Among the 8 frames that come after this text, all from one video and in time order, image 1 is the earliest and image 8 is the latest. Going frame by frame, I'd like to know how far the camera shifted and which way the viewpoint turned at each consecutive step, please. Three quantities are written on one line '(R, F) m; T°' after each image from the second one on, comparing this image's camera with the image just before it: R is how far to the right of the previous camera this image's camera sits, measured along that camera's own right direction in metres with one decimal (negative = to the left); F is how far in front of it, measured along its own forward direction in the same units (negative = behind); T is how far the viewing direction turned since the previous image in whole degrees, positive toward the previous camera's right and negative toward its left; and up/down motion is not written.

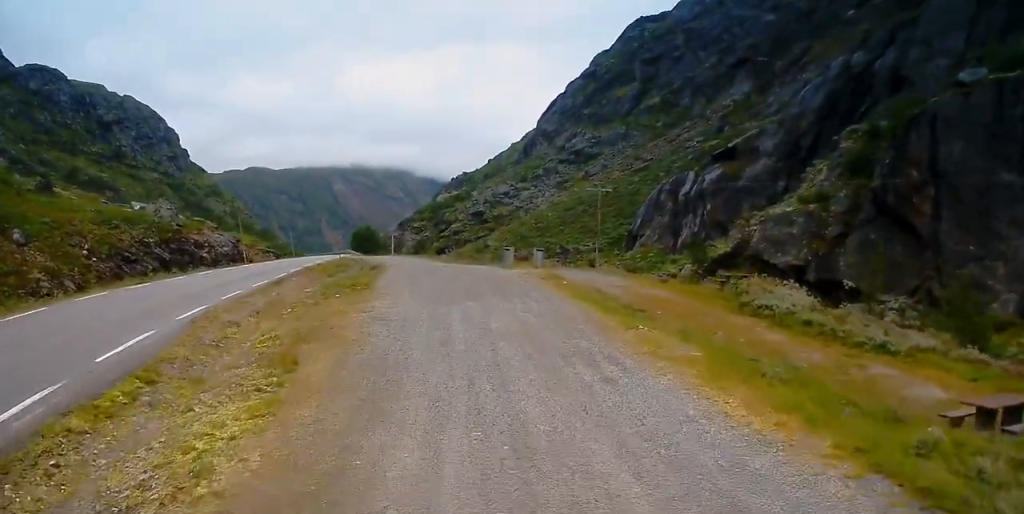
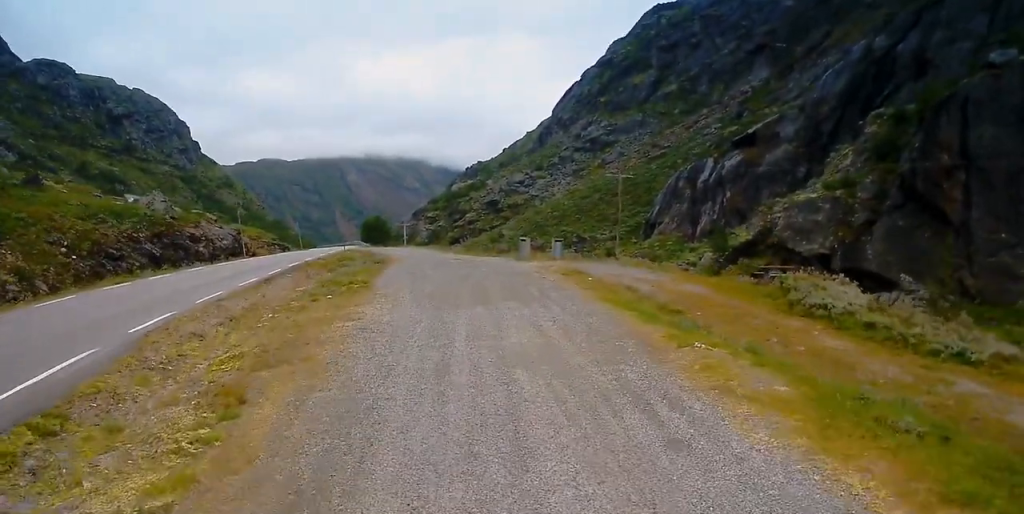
(-0.1, +3.5) m; 0°
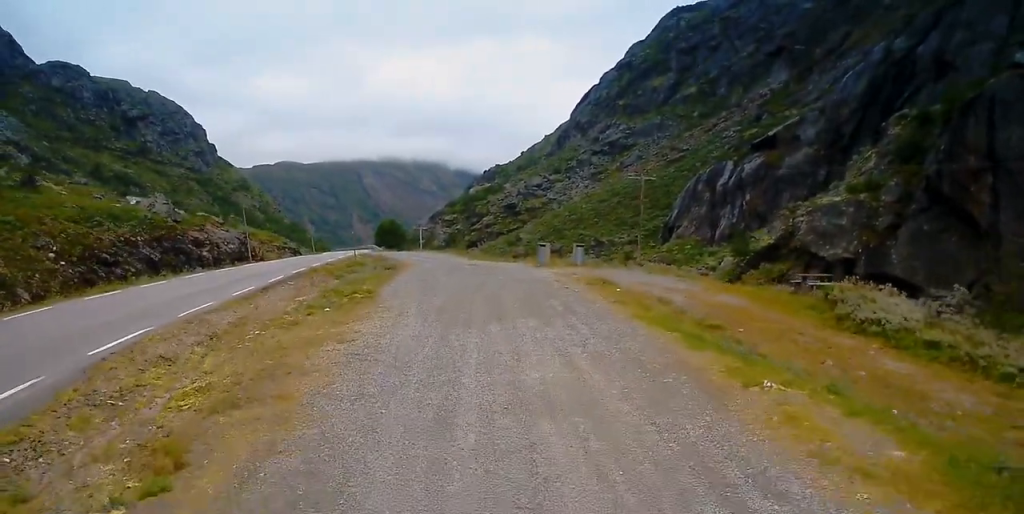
(0.0, +2.6) m; -1°
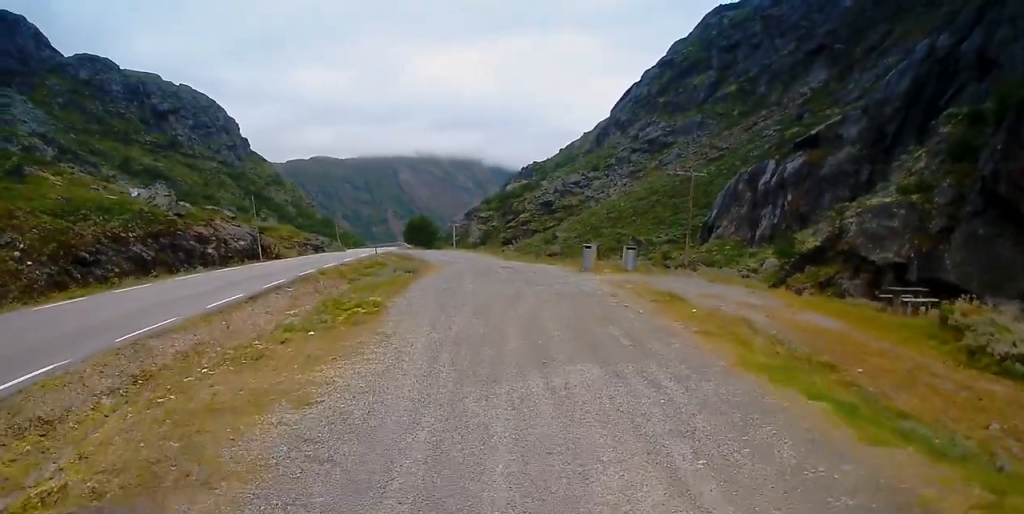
(+0.1, +5.2) m; -2°
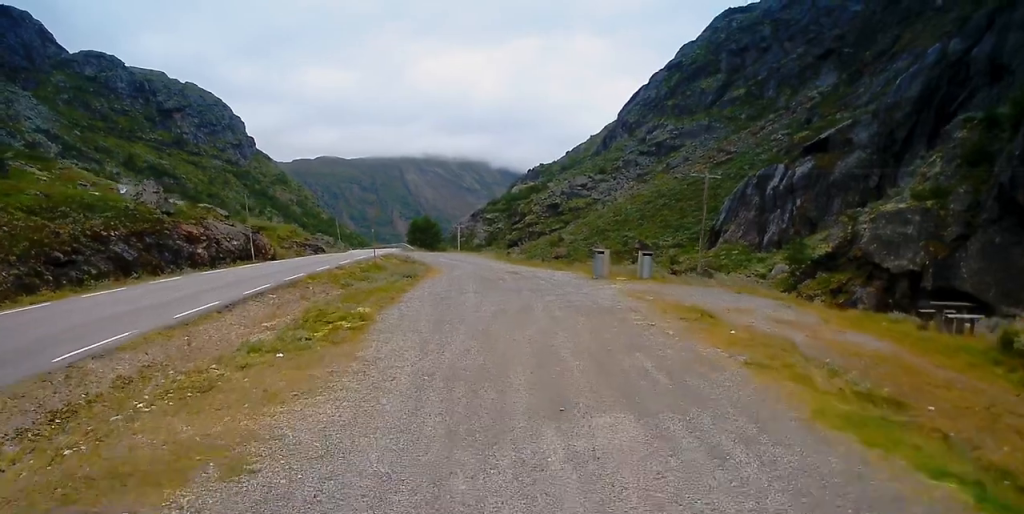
(-0.2, +2.5) m; -1°
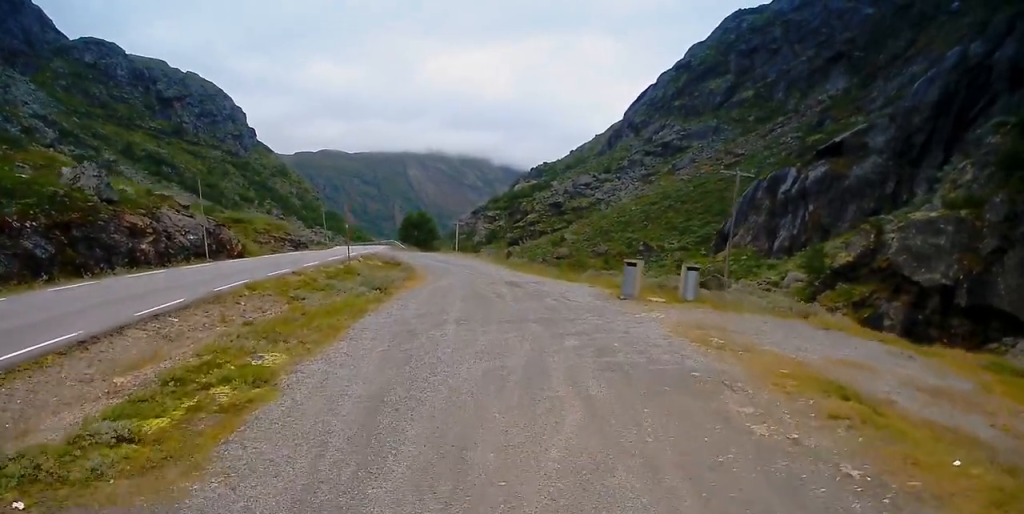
(+0.1, +7.4) m; +3°
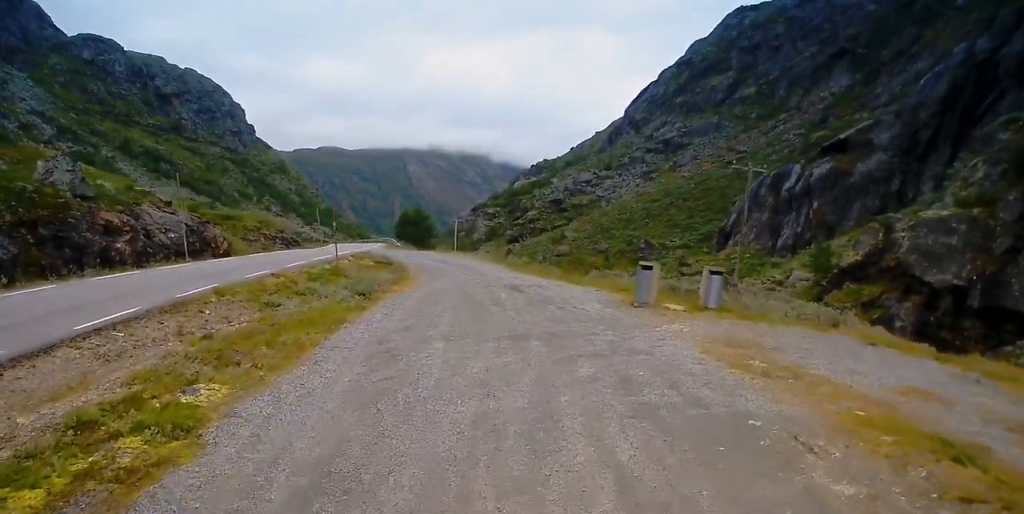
(+0.1, +2.5) m; 0°
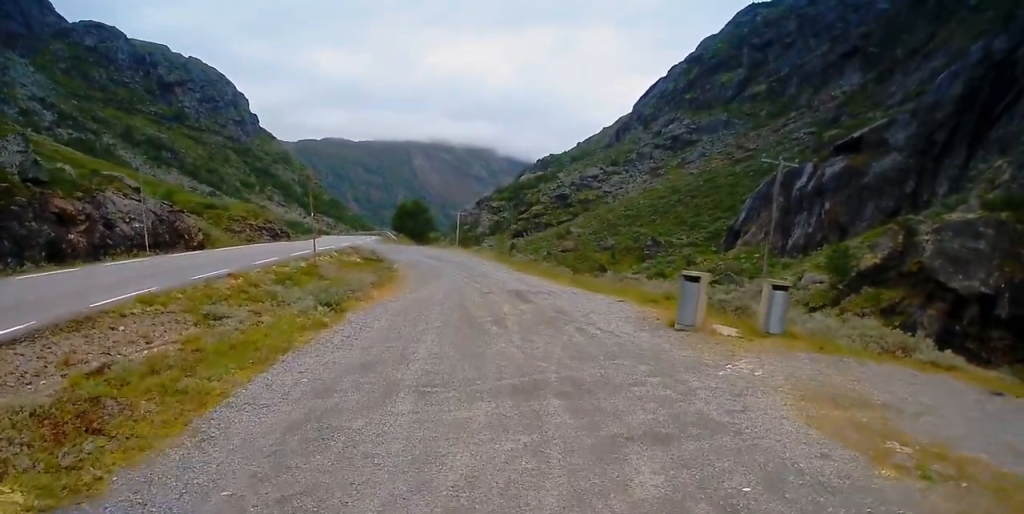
(-0.3, +4.5) m; -3°
